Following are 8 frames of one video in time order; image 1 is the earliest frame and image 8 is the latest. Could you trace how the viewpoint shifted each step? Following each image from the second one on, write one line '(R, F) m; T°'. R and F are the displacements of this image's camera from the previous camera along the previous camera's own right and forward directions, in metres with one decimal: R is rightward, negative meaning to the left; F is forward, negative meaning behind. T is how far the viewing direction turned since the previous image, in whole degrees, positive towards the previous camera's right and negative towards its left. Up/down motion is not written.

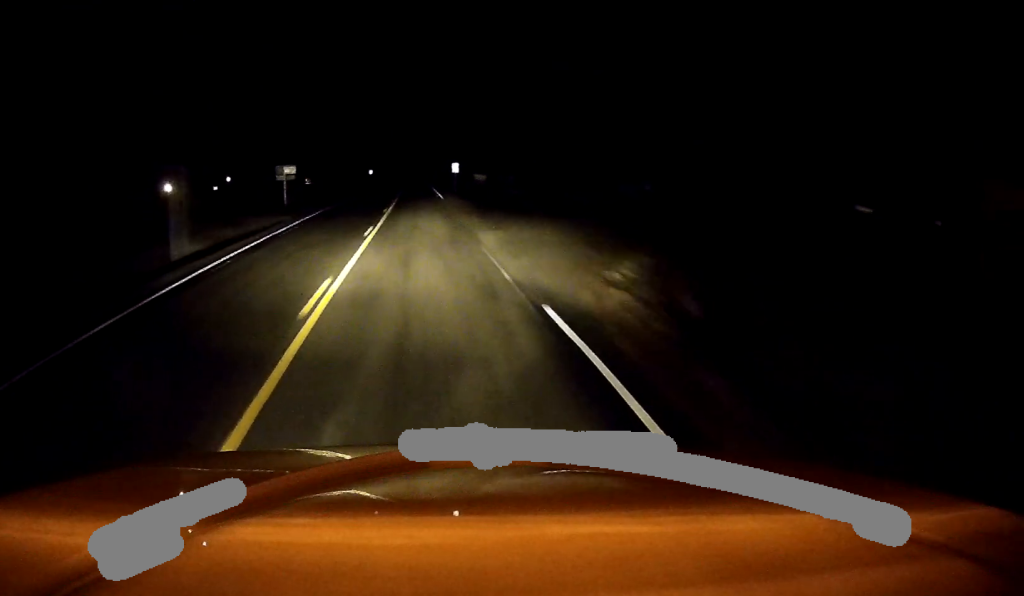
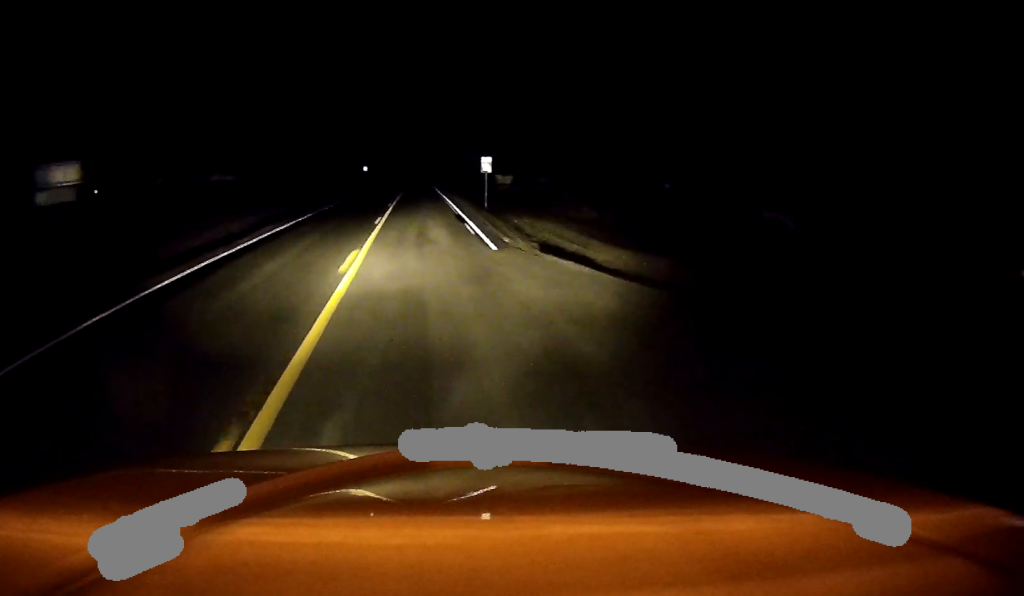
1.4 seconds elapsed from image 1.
(-0.1, +30.3) m; -1°
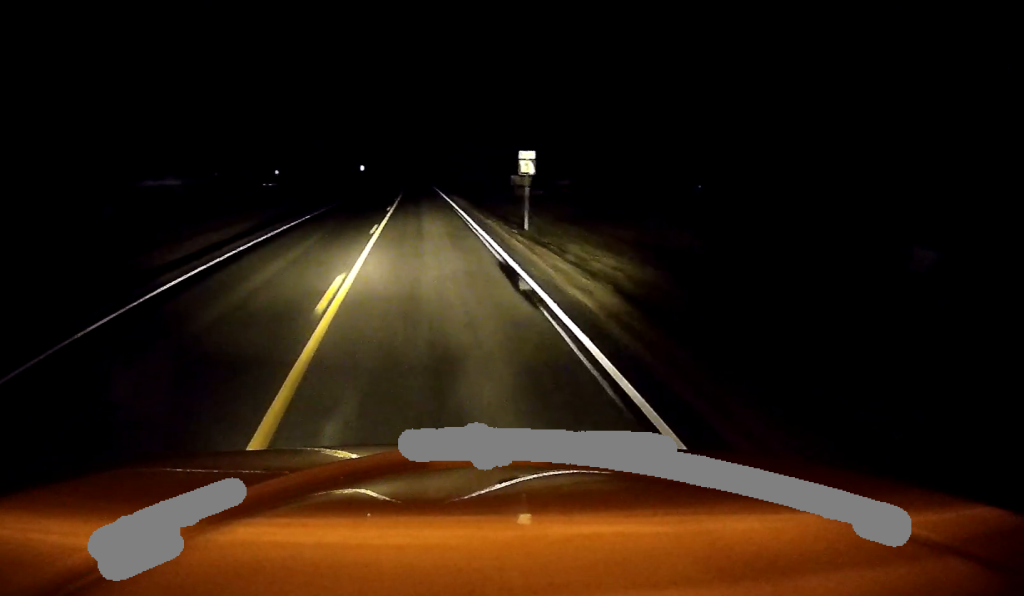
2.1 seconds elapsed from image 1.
(0.0, +14.6) m; 0°
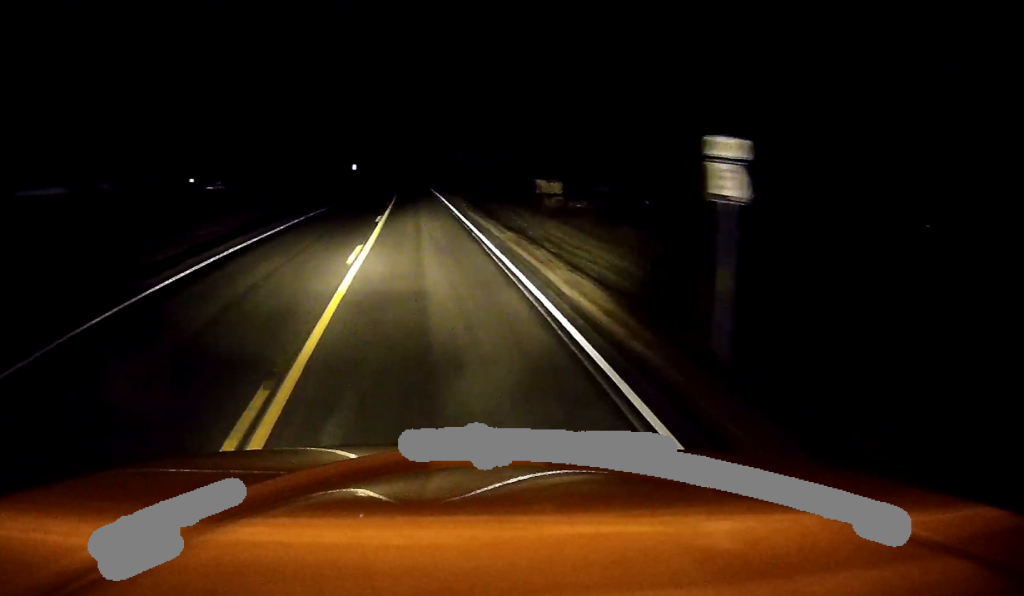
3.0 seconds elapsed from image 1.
(0.0, +16.7) m; 0°
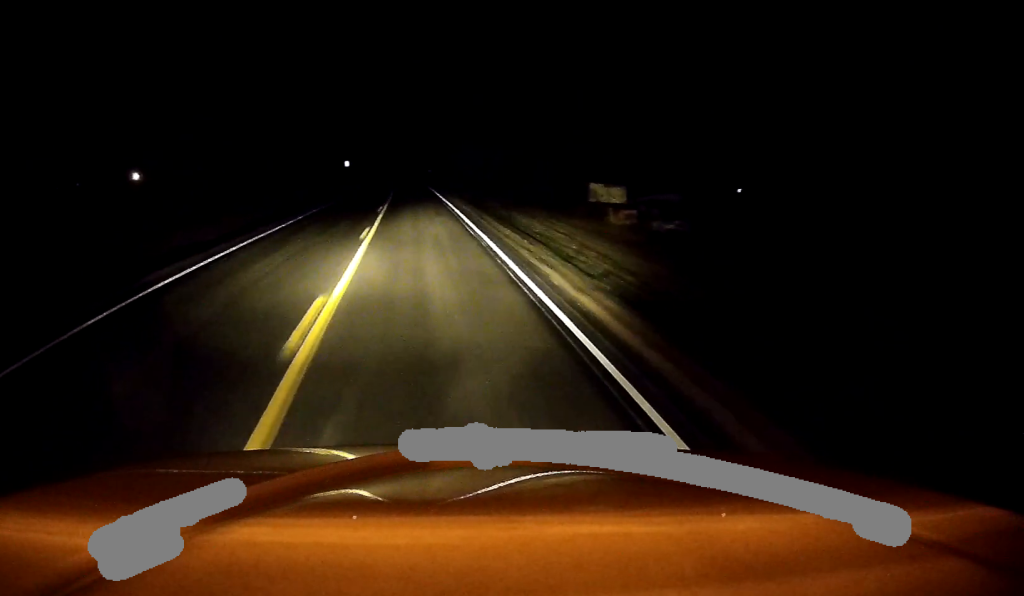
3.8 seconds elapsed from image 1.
(+0.1, +16.7) m; 0°
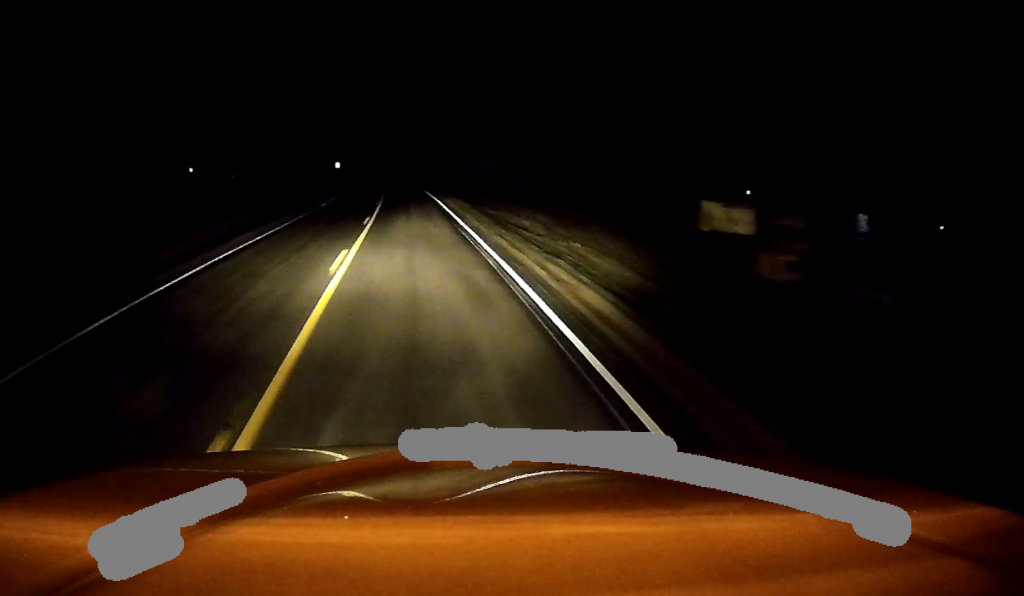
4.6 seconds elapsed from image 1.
(-0.1, +15.6) m; -1°
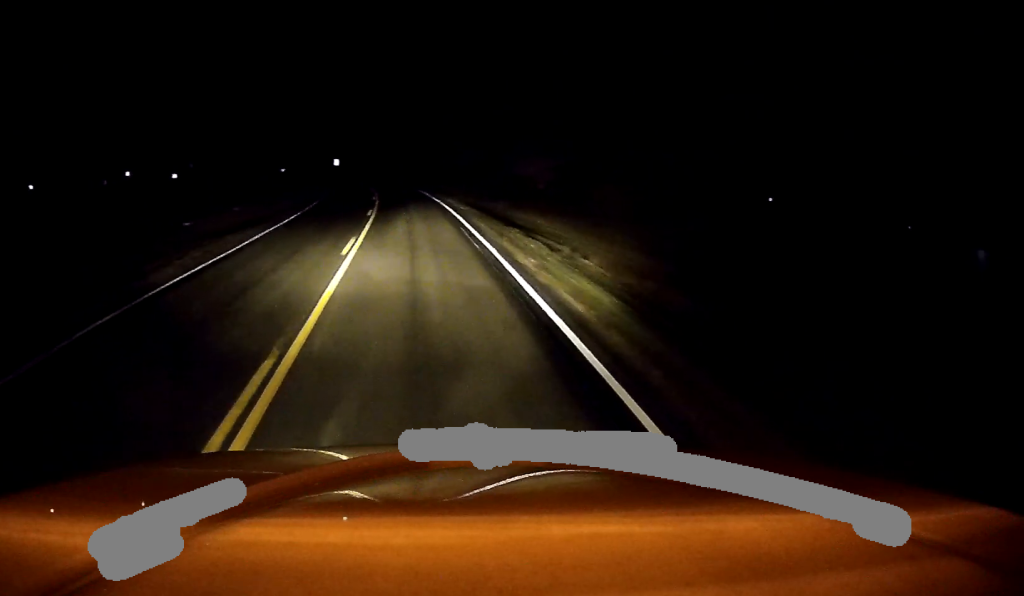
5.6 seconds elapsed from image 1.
(-0.2, +20.9) m; -1°
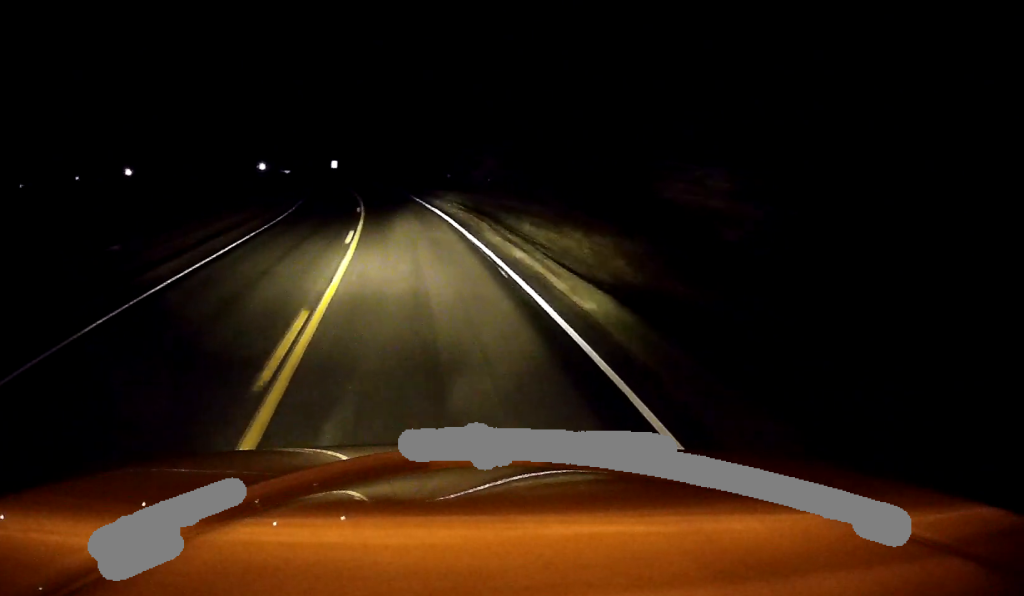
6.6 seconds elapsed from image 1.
(-0.3, +23.6) m; -1°
